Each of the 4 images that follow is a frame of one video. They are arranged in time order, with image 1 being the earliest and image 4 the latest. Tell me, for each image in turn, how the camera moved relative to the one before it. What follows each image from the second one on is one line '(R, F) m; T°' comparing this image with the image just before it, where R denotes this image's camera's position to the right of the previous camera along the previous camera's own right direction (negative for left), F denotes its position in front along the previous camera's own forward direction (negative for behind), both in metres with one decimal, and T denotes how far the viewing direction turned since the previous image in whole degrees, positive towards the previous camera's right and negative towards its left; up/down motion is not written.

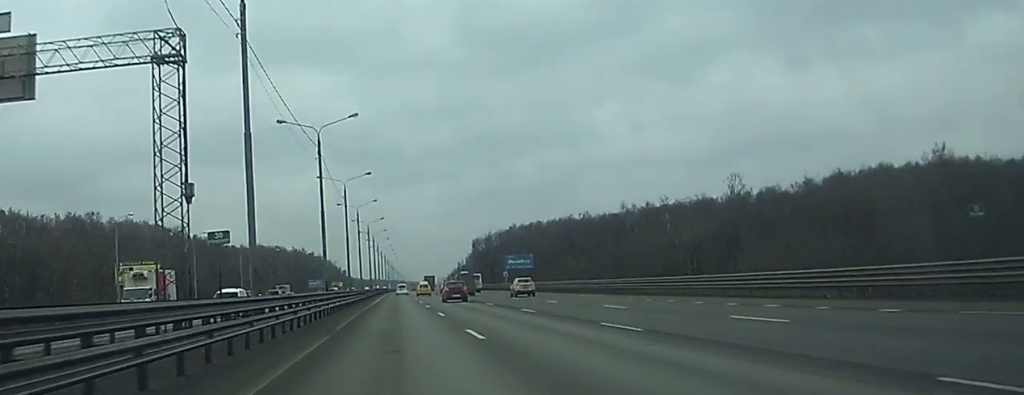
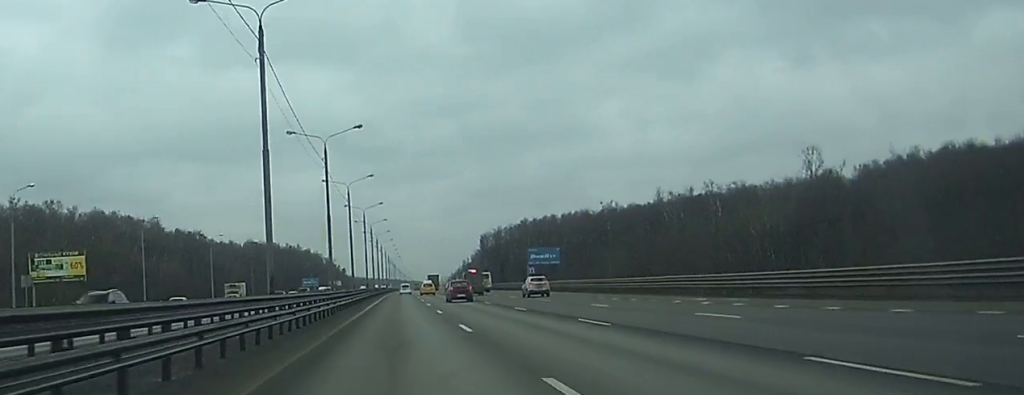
(0.0, +28.9) m; 0°
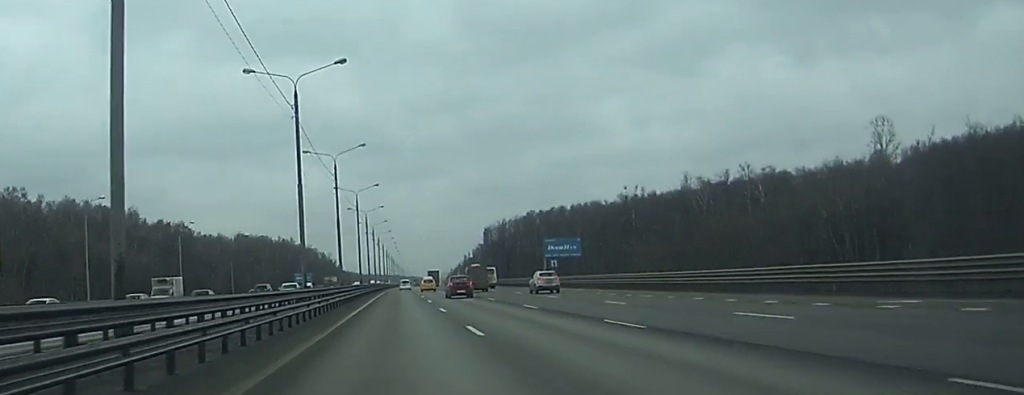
(+0.1, +19.6) m; -1°
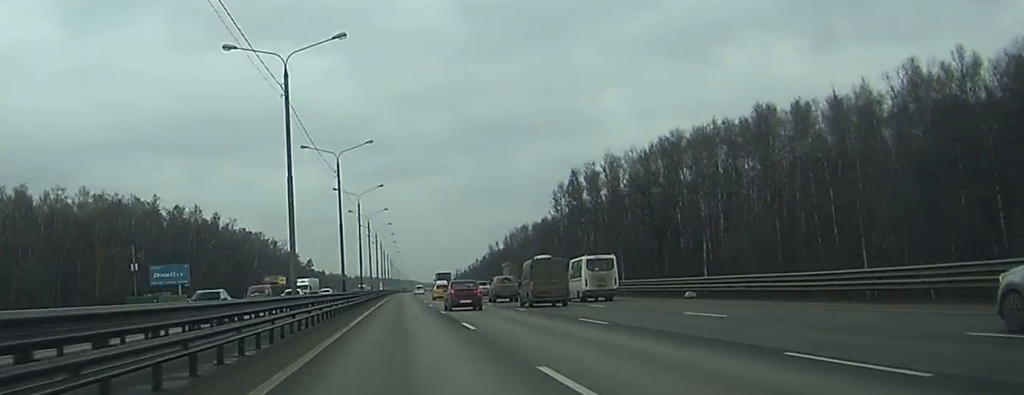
(+3.0, +170.7) m; +2°
